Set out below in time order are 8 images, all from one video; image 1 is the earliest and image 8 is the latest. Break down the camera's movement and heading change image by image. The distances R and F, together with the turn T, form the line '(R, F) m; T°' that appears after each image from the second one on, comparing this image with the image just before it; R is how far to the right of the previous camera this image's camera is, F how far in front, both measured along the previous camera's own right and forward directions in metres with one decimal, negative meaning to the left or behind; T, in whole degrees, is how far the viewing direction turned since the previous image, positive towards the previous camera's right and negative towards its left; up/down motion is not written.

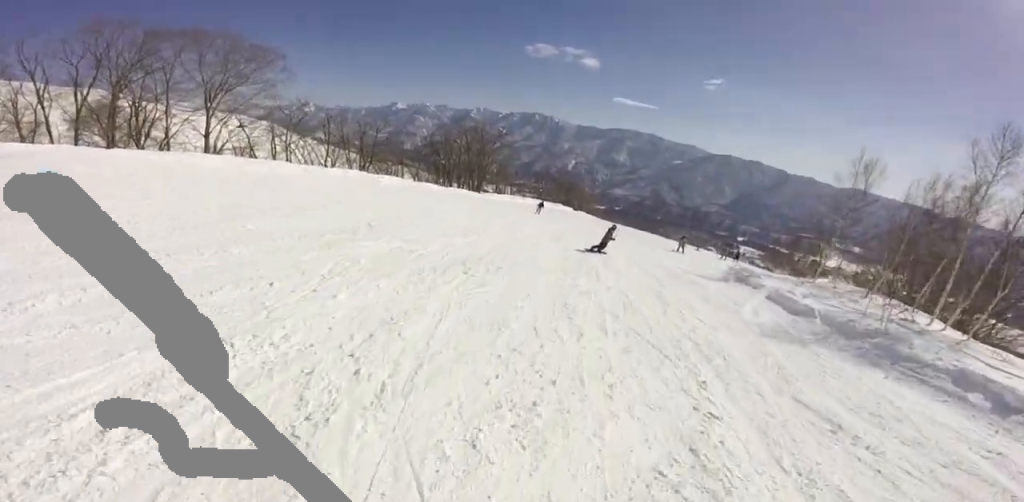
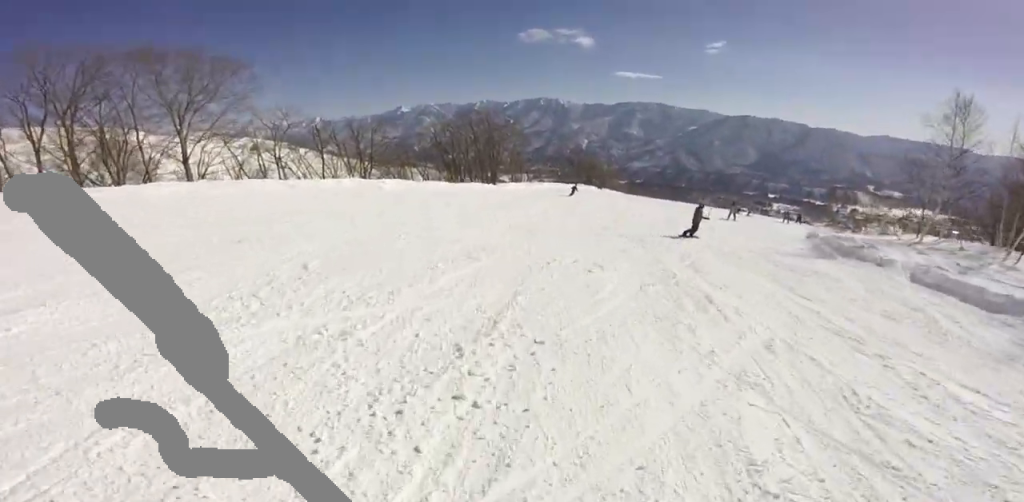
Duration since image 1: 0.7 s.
(+0.2, +4.5) m; +3°
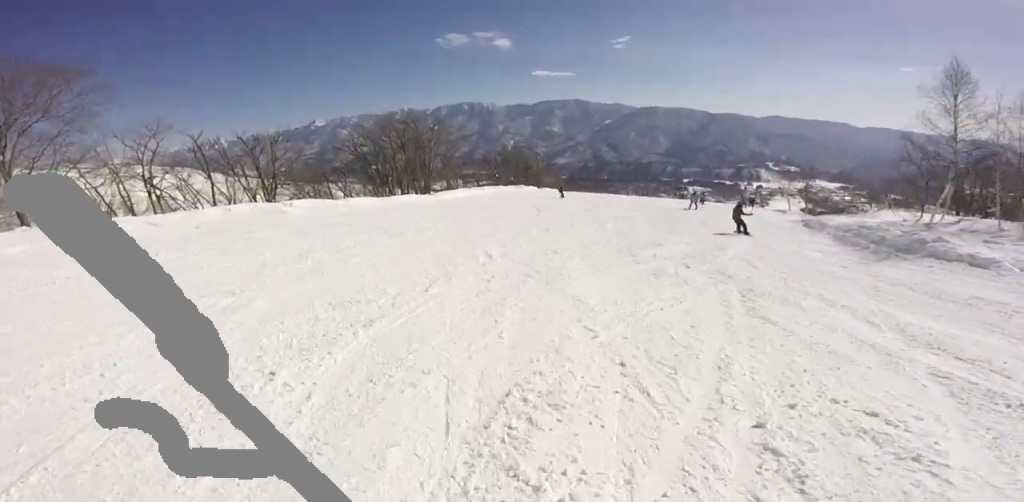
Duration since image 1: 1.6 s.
(+0.4, +5.9) m; +4°
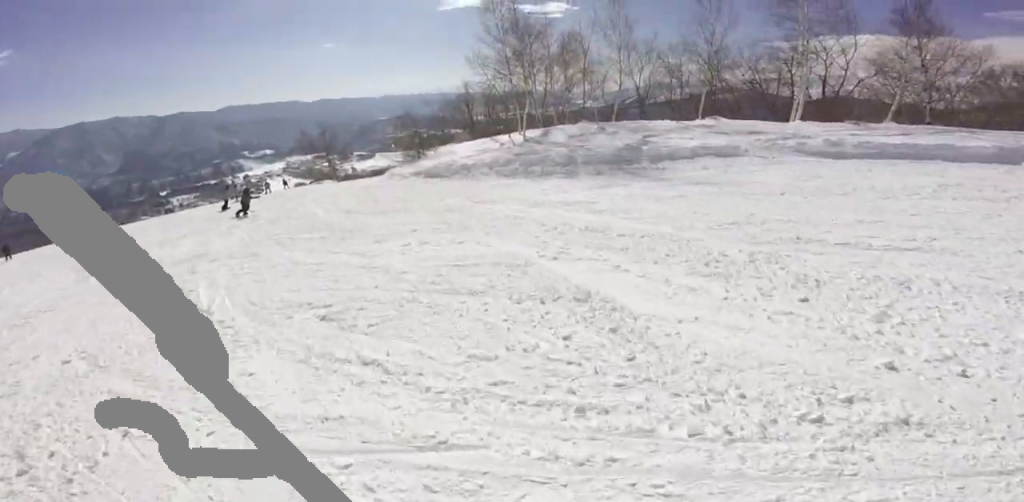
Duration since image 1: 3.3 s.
(+1.6, +8.9) m; +29°
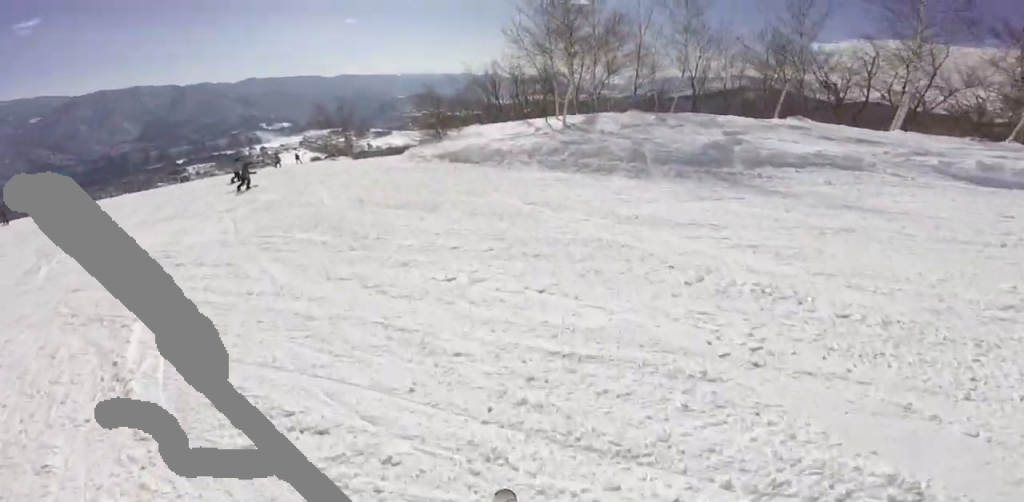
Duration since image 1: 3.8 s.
(+0.1, +2.1) m; -2°
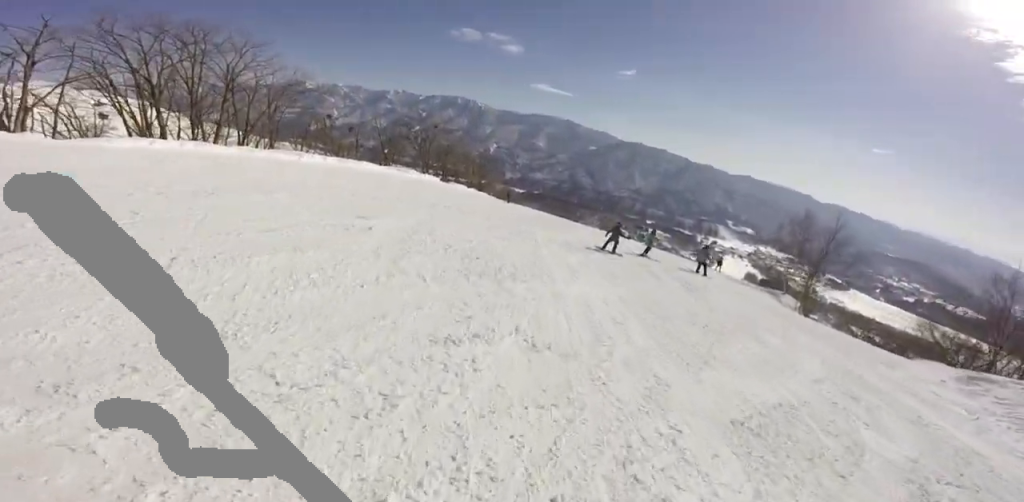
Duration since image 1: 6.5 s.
(-2.2, +12.0) m; -17°
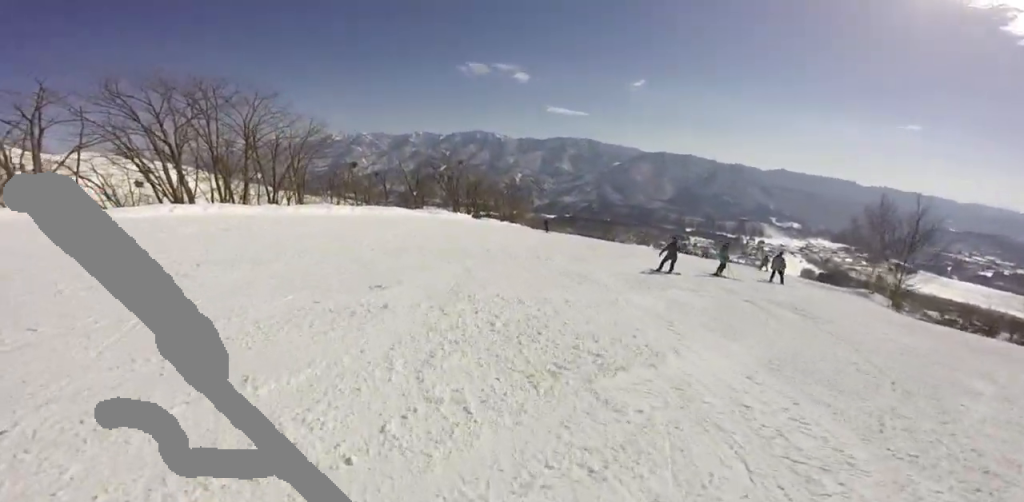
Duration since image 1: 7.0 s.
(-0.1, +1.9) m; +7°
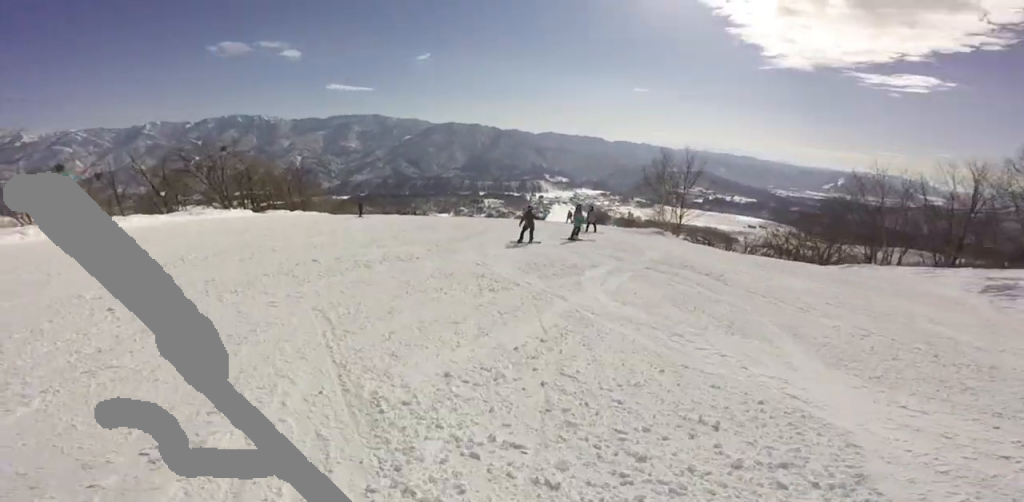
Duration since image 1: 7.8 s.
(+0.3, +2.8) m; +3°
